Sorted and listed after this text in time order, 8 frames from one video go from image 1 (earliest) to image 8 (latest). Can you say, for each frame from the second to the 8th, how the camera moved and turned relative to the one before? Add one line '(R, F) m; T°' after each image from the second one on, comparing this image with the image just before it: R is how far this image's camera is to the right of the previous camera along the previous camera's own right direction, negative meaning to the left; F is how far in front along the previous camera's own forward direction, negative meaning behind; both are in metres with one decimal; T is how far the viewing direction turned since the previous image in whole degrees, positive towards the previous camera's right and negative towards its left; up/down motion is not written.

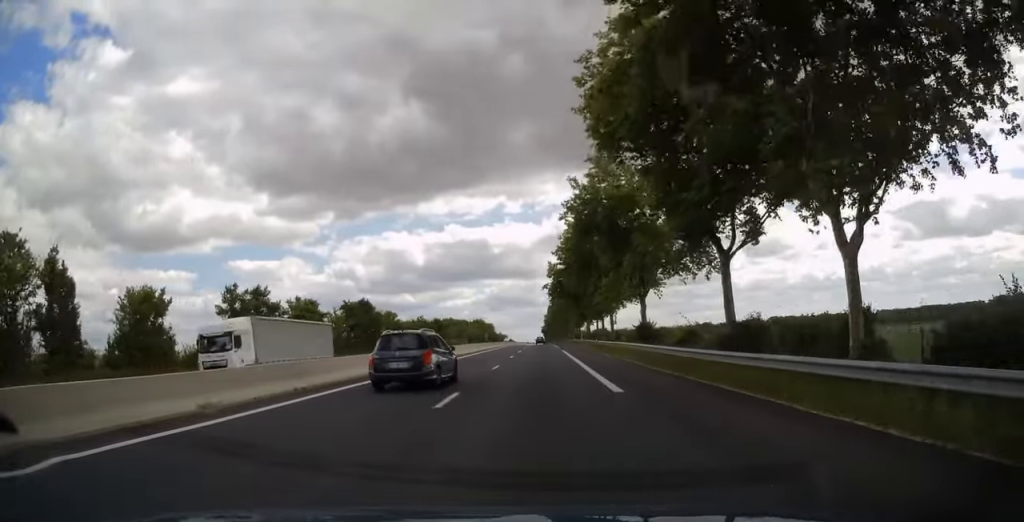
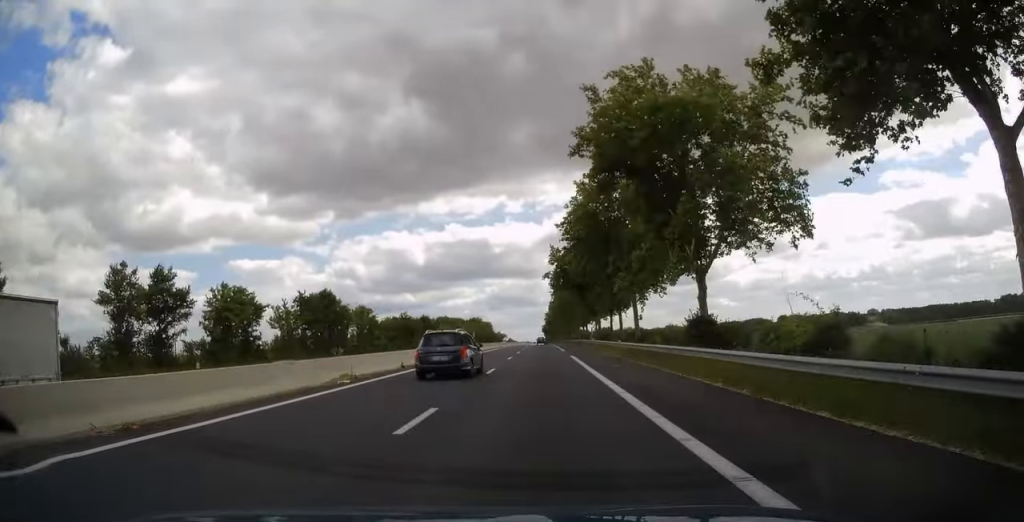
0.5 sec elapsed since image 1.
(-0.1, +16.2) m; 0°
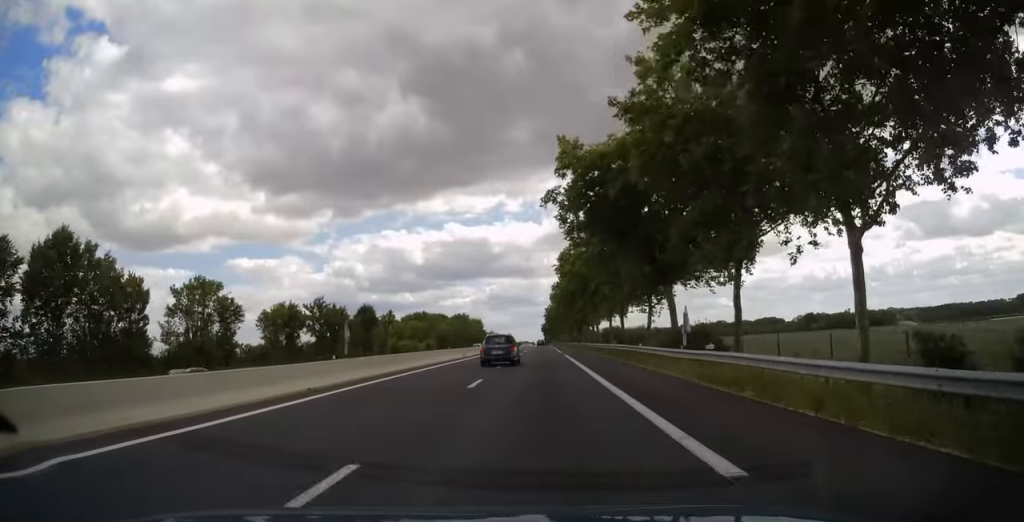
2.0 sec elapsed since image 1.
(+0.1, +44.0) m; 0°
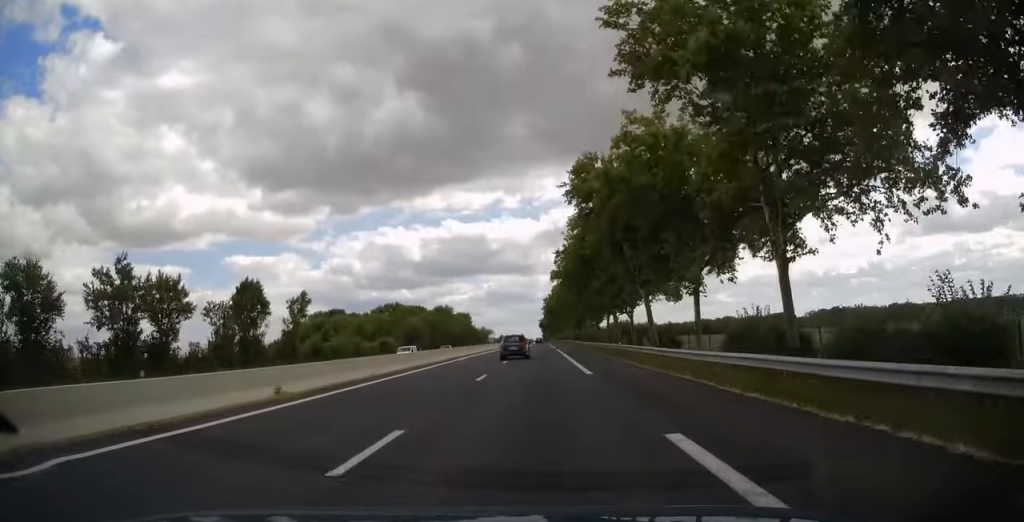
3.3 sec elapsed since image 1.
(0.0, +36.7) m; 0°
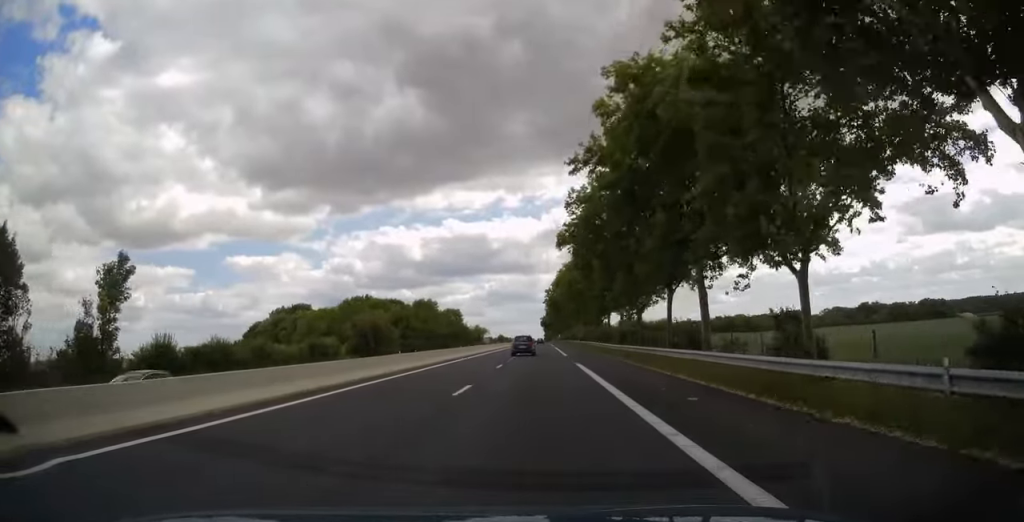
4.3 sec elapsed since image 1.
(0.0, +31.0) m; 0°
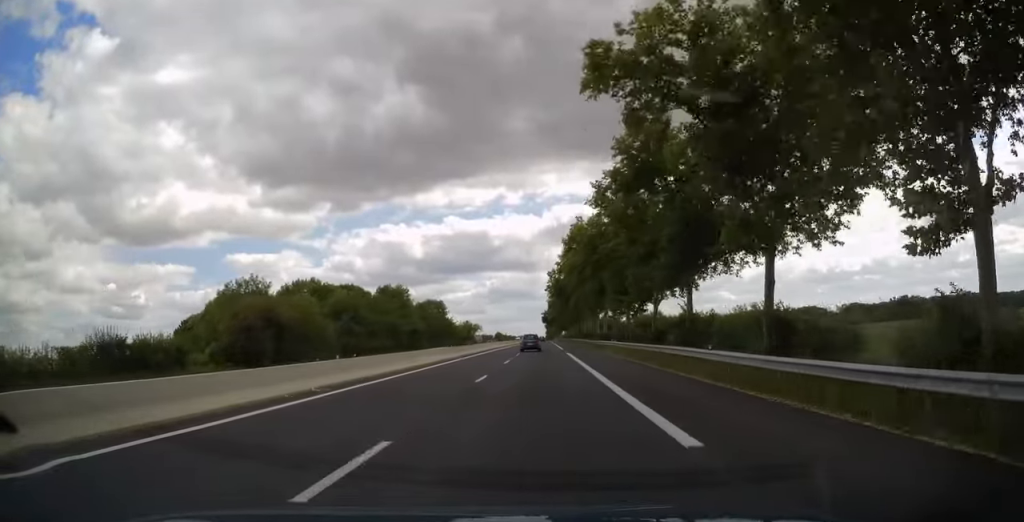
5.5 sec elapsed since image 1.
(-0.1, +35.5) m; 0°
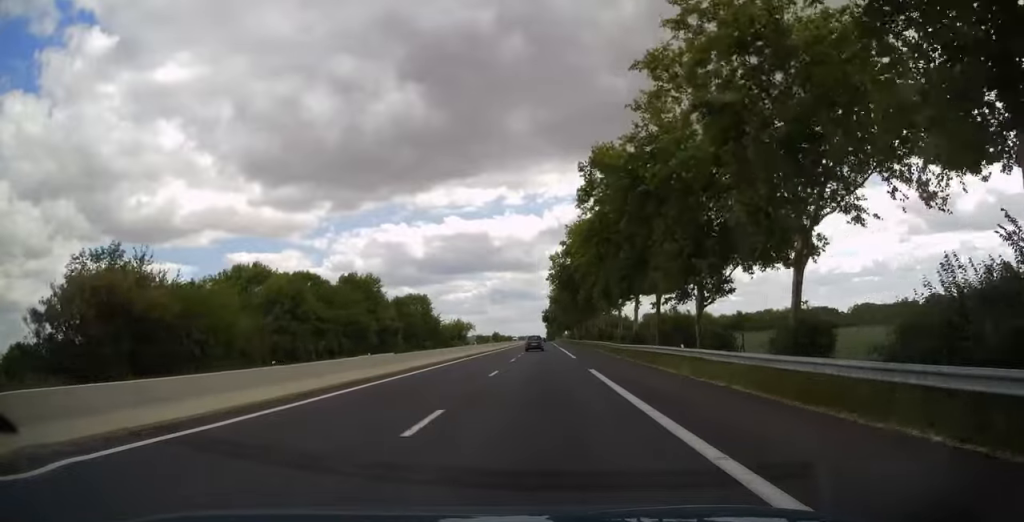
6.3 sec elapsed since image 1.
(0.0, +22.7) m; 0°
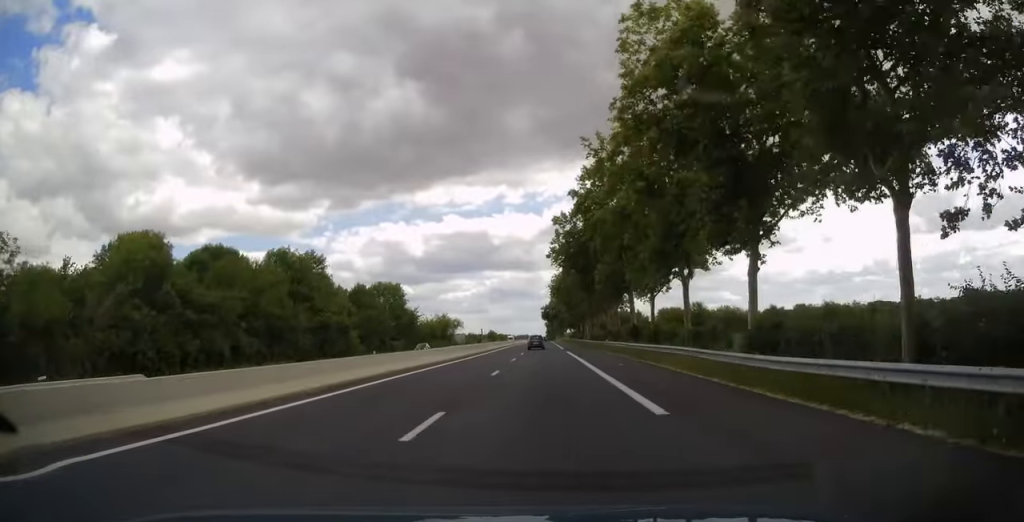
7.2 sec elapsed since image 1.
(0.0, +26.6) m; 0°
